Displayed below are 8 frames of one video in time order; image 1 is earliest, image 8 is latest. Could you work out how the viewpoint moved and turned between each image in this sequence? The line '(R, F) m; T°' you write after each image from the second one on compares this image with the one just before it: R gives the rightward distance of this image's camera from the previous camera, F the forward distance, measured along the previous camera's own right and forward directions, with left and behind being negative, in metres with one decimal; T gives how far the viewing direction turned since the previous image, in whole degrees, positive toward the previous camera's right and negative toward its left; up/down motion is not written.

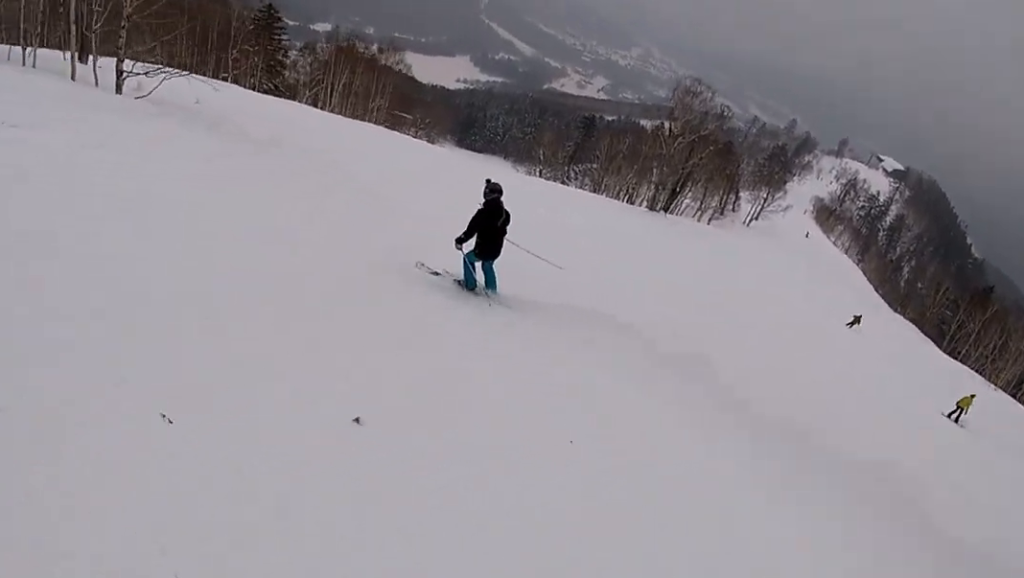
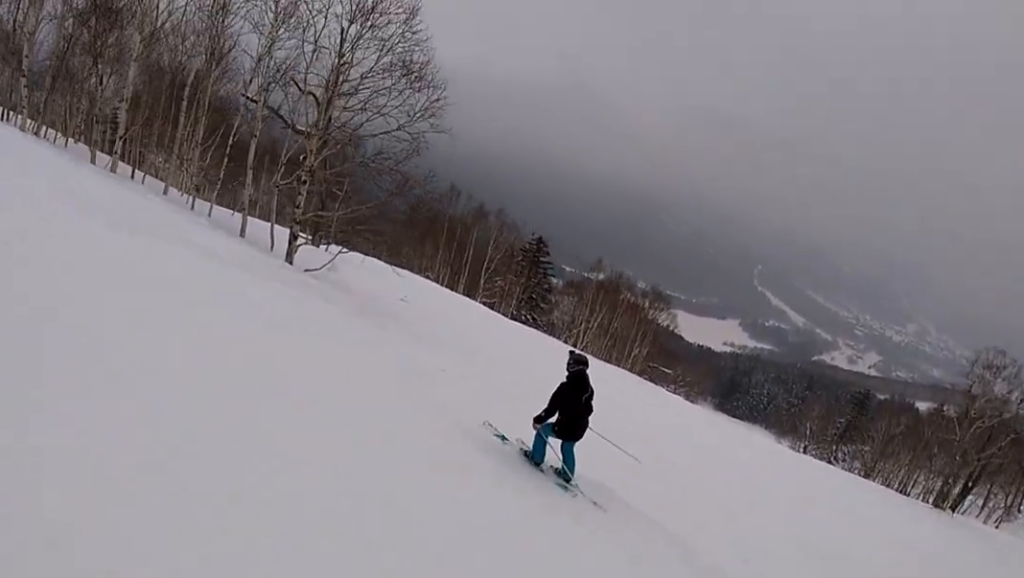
(-0.5, +5.3) m; -13°
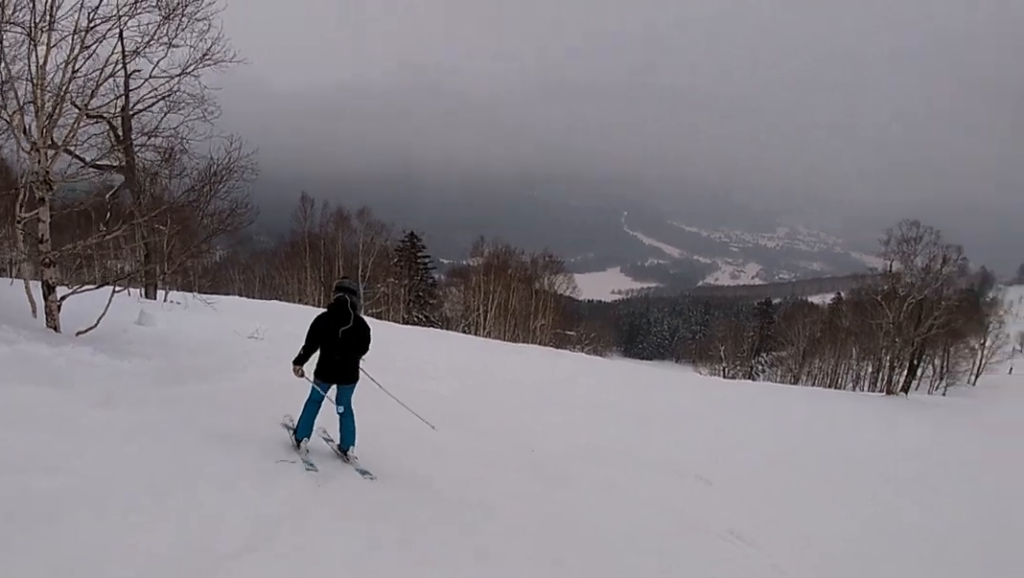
(-0.8, +5.4) m; -7°
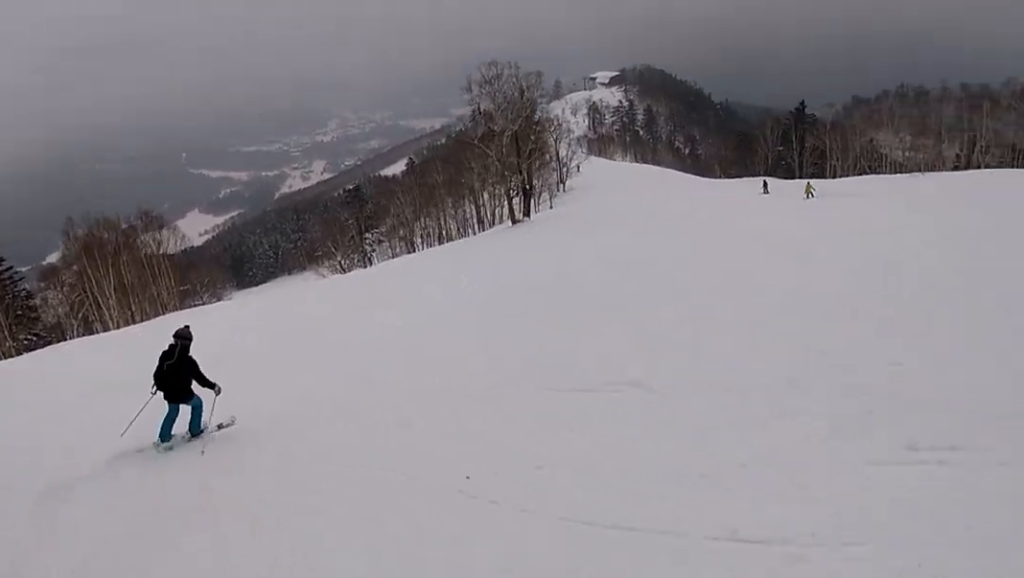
(+0.8, +6.3) m; +27°
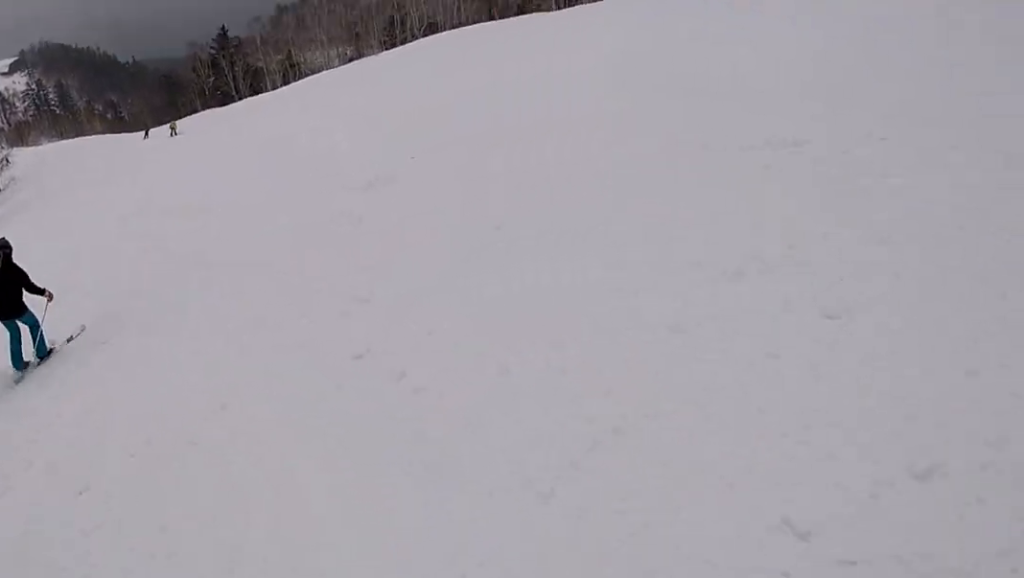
(+2.9, +7.9) m; +34°
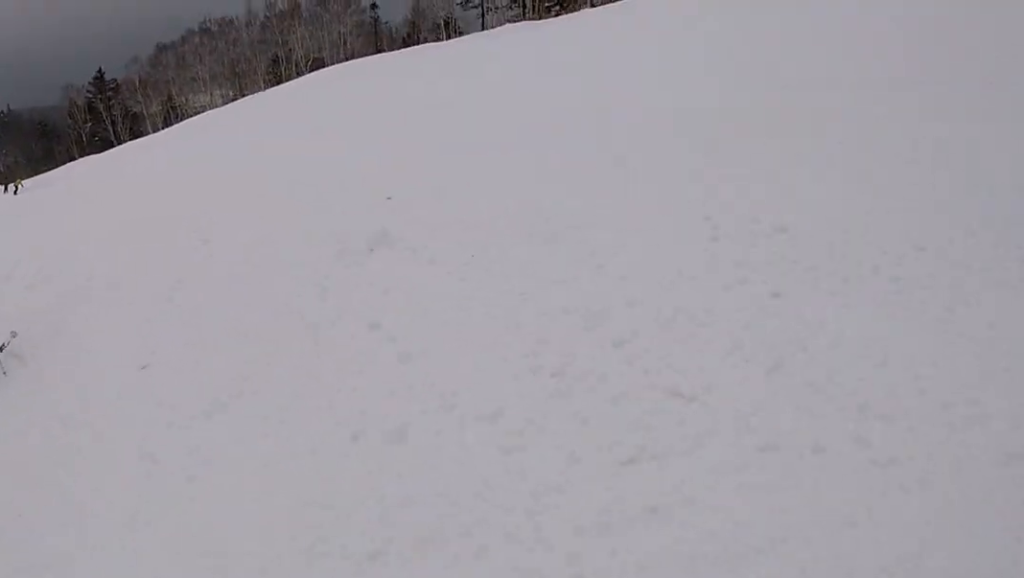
(+0.2, +3.1) m; +8°
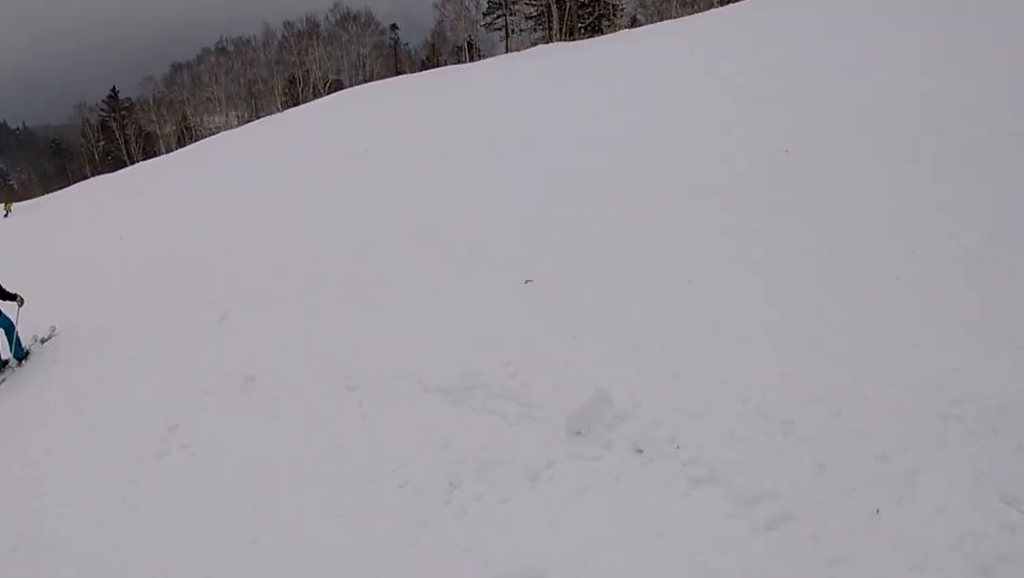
(+0.1, +2.6) m; +4°
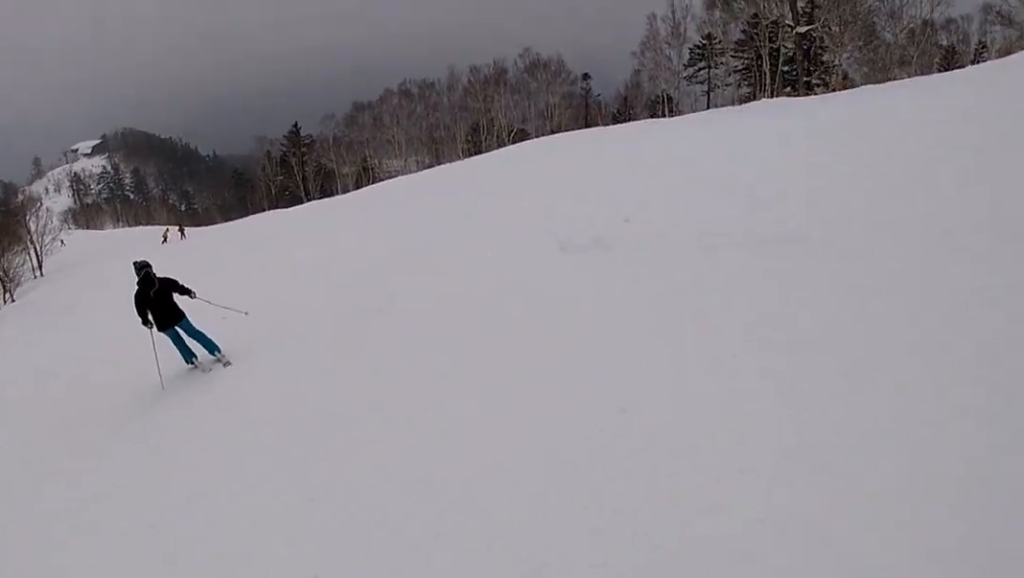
(+0.8, +5.0) m; -1°
